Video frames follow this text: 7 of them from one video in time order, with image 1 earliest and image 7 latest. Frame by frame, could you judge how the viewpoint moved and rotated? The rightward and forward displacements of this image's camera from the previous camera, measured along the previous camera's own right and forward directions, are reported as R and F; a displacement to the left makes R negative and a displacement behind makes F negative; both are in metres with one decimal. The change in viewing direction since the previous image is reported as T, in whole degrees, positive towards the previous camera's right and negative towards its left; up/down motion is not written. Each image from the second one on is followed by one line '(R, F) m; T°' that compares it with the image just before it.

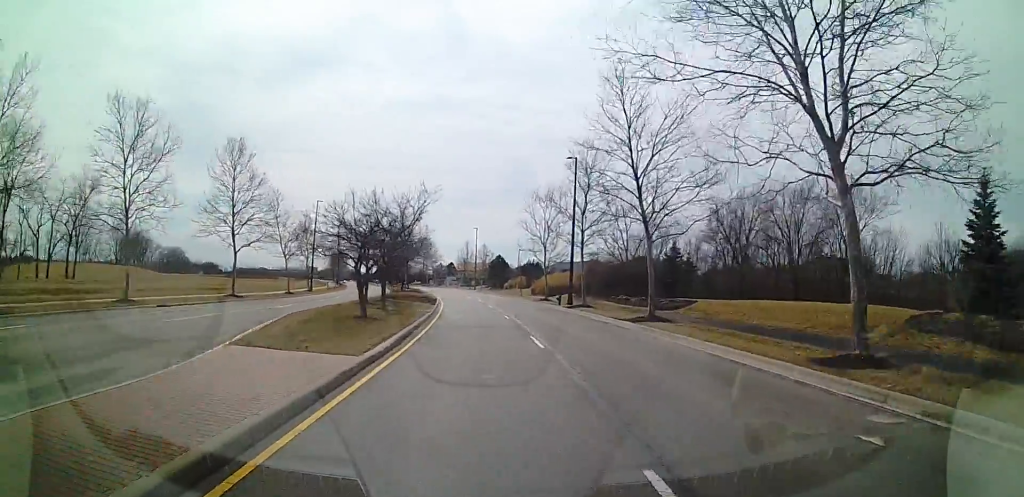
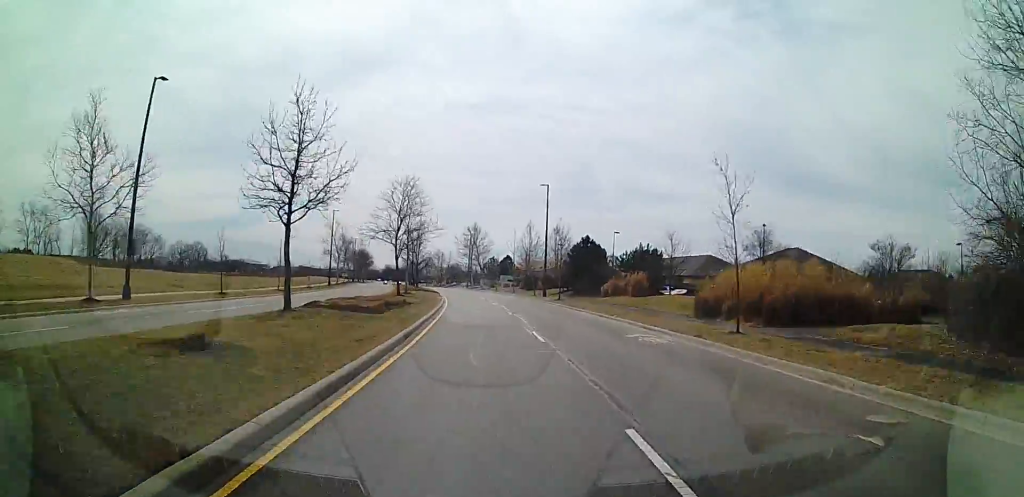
(-0.8, +46.6) m; -4°
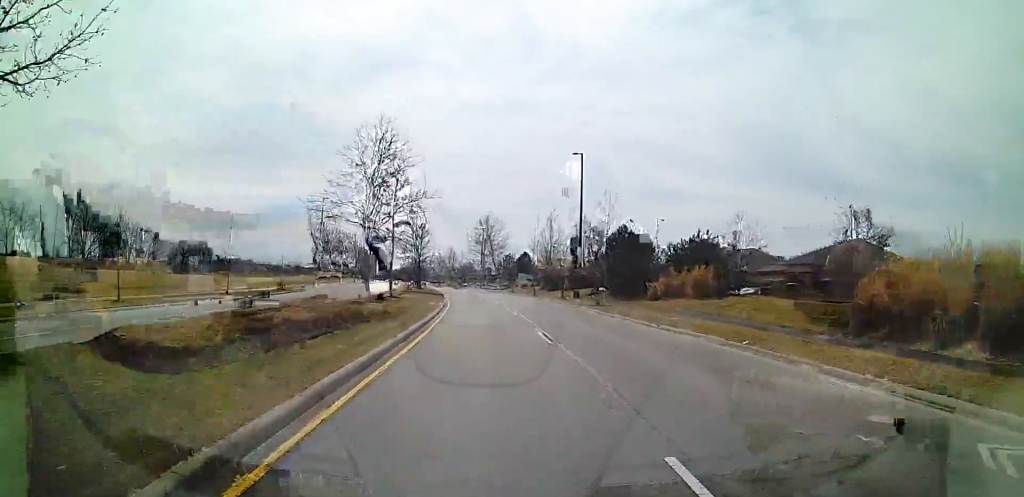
(-0.3, +13.0) m; -2°
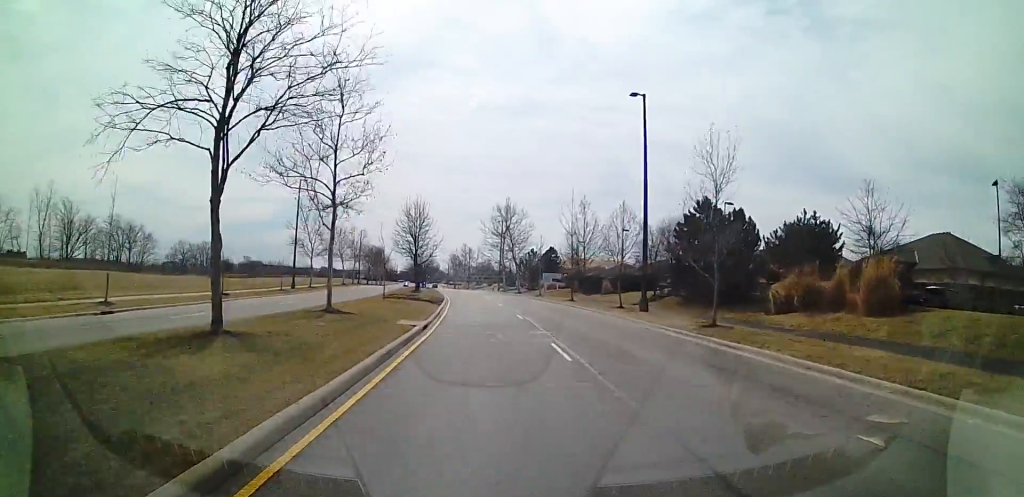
(-0.4, +14.9) m; -1°
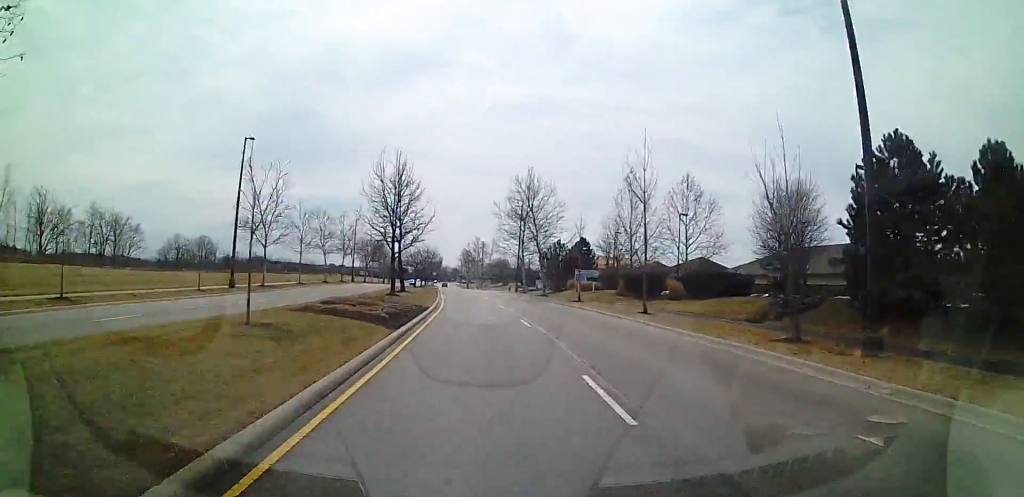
(+0.1, +17.1) m; -2°
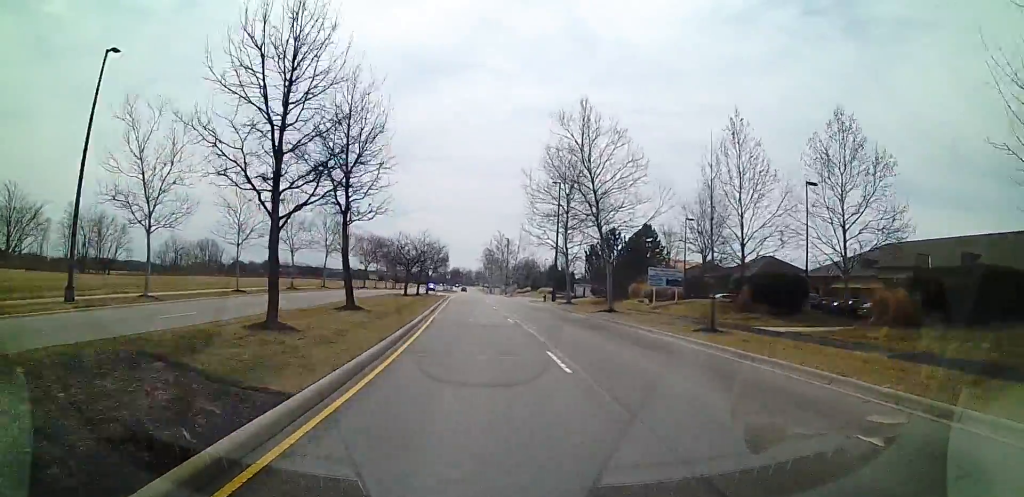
(-0.9, +20.1) m; -2°
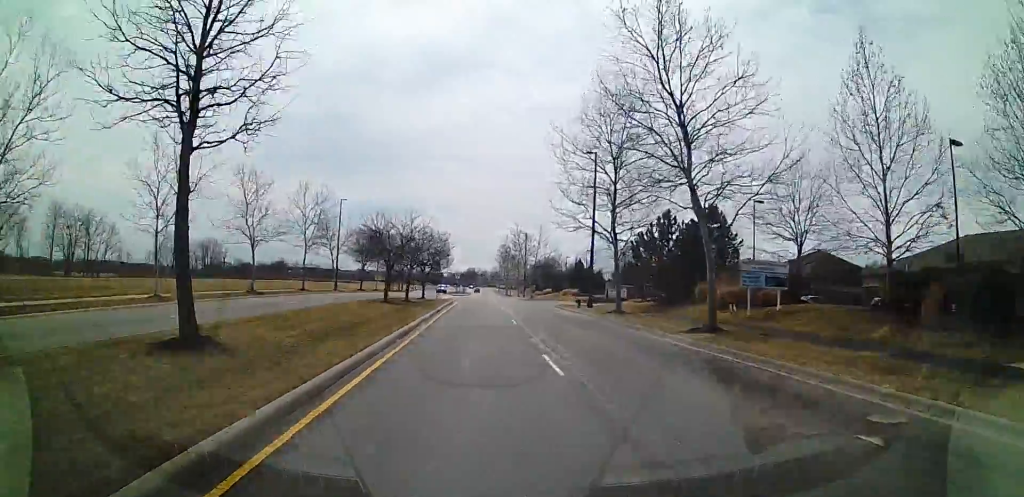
(+0.3, +12.4) m; -1°
